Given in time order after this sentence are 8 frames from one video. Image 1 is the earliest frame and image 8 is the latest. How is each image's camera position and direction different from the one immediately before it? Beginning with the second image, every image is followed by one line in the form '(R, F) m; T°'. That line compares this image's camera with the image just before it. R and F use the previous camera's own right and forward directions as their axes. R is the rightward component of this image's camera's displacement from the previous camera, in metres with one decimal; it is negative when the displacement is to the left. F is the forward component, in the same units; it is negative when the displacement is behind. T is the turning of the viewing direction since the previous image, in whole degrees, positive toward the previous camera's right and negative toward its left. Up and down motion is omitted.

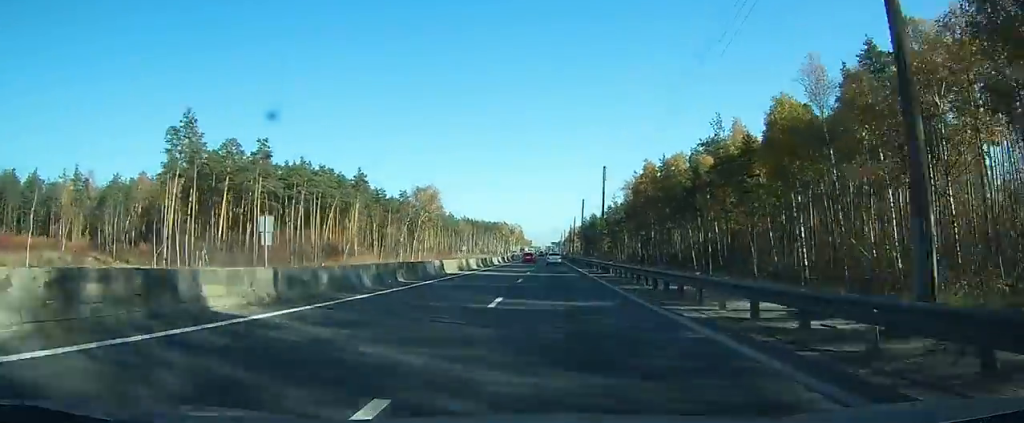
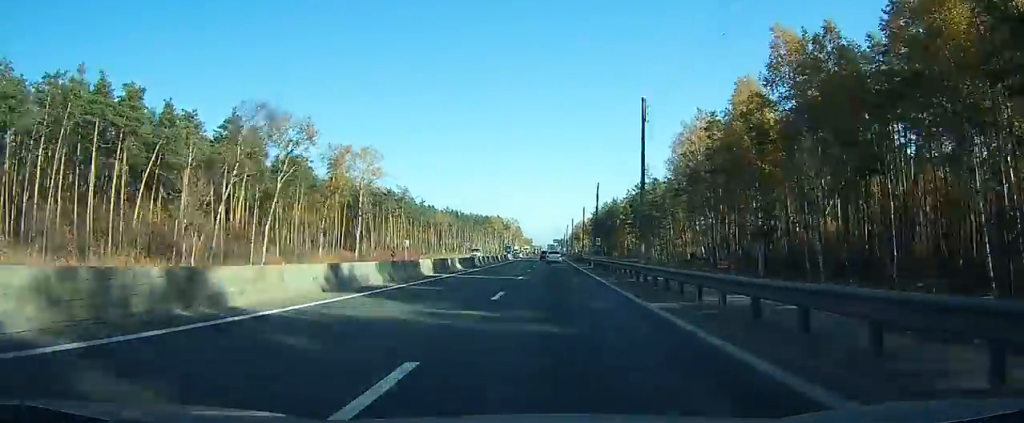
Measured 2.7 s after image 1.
(-0.1, +56.2) m; 0°
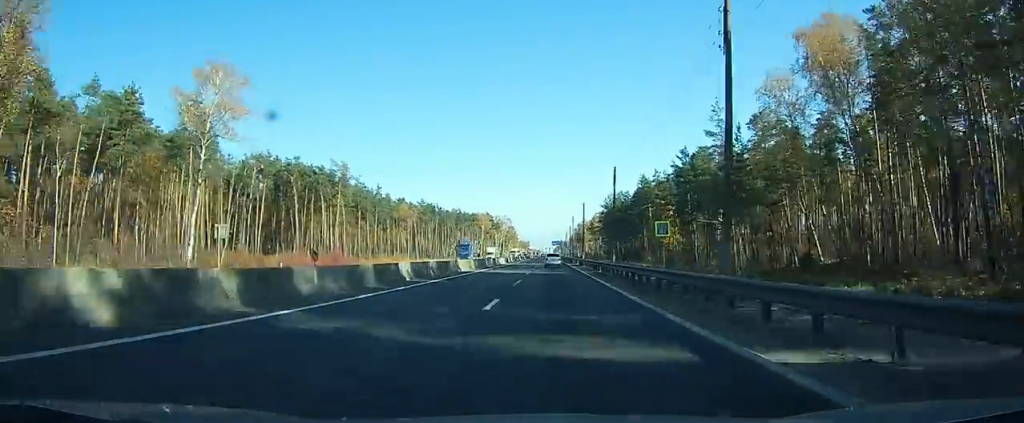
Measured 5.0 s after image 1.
(0.0, +50.2) m; 0°
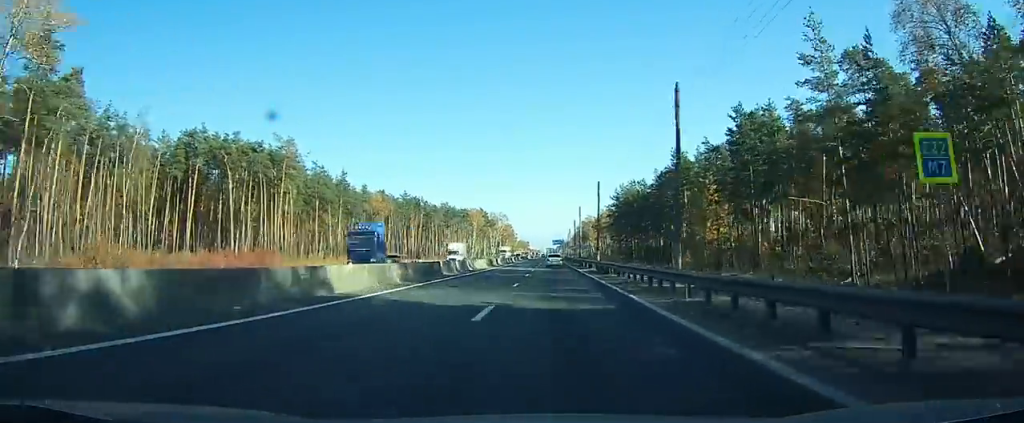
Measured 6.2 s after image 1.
(+0.1, +27.3) m; 0°
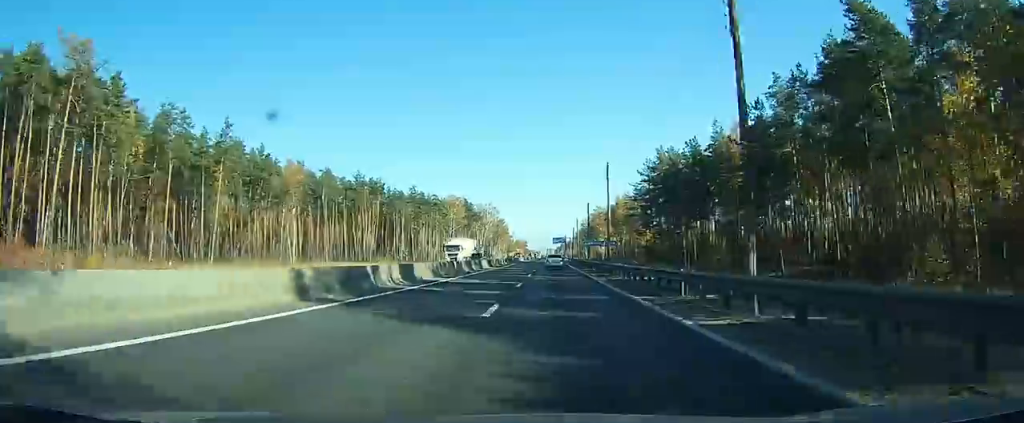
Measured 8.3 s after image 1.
(0.0, +48.4) m; 0°
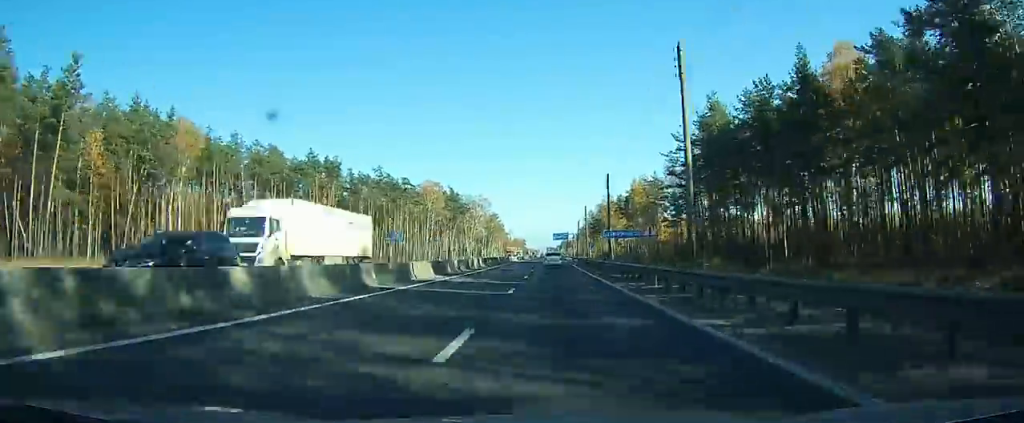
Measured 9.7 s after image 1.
(0.0, +28.9) m; 0°
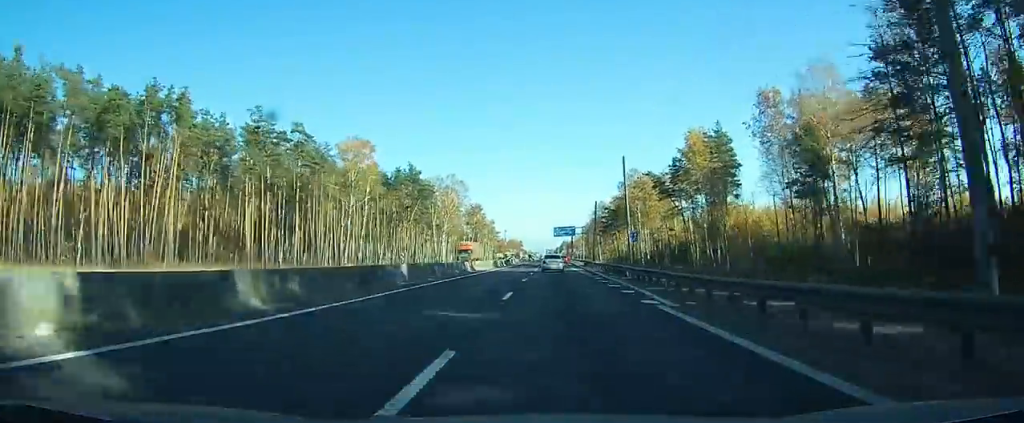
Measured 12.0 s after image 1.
(-0.1, +48.4) m; 0°
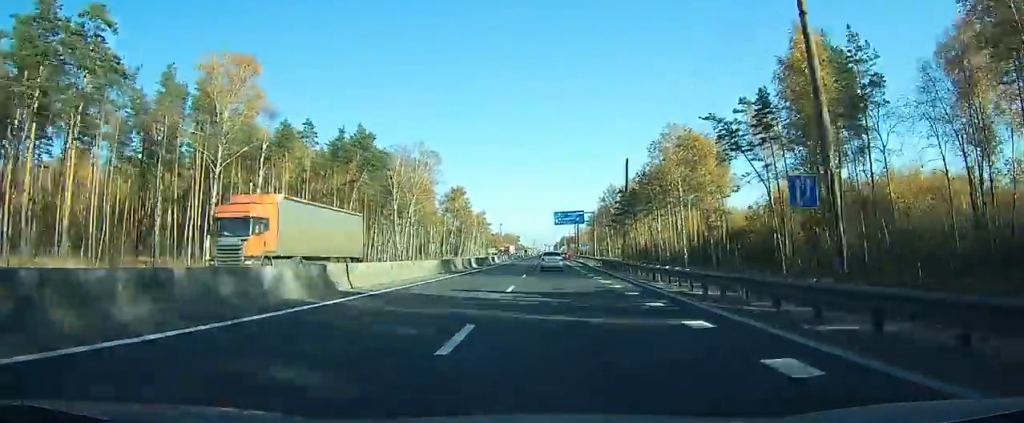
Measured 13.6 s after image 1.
(0.0, +31.8) m; 0°
